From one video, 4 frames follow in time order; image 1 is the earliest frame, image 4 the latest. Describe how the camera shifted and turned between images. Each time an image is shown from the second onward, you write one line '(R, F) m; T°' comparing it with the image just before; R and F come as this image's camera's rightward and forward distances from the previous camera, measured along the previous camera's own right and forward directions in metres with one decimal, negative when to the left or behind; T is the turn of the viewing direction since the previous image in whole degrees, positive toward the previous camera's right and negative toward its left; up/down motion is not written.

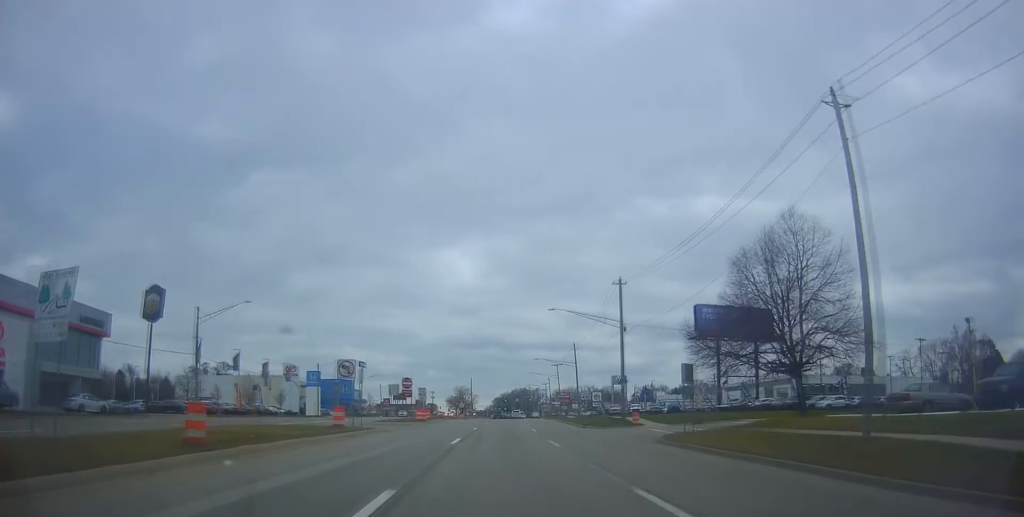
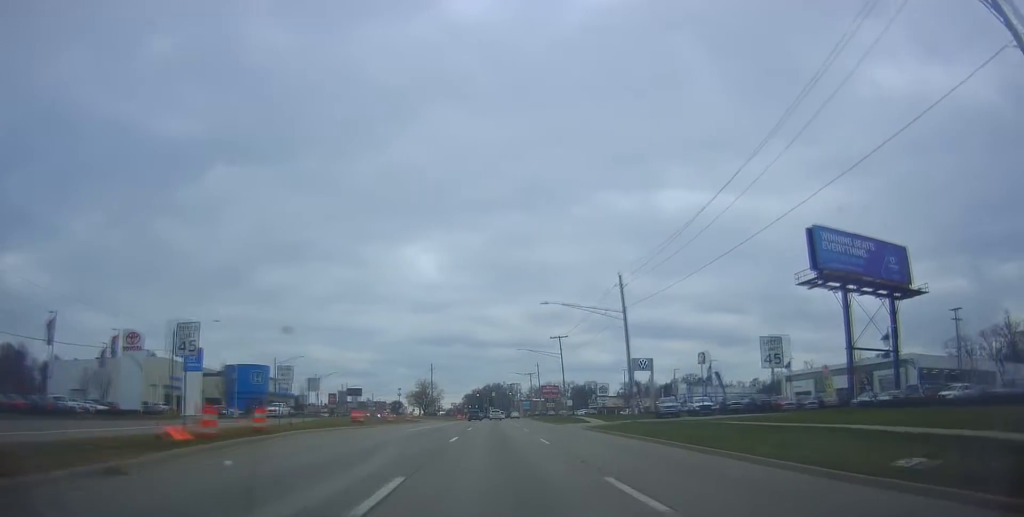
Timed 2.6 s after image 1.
(+0.7, +44.1) m; +3°
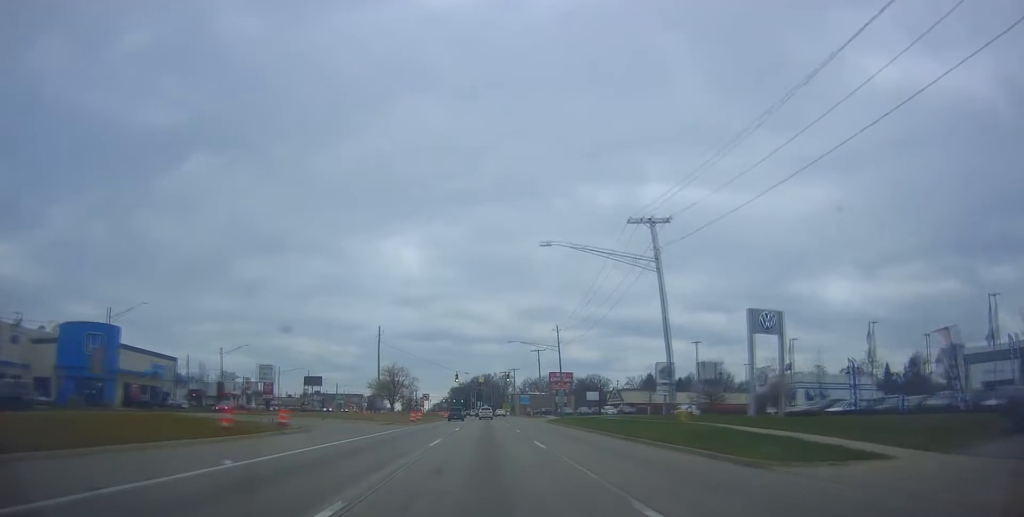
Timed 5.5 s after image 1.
(+0.4, +48.4) m; 0°
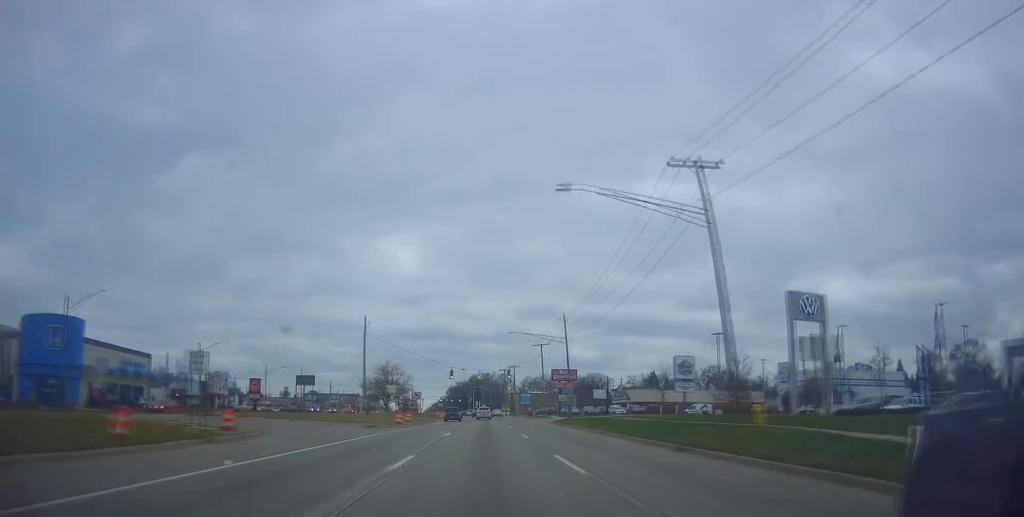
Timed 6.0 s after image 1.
(+0.2, +7.6) m; 0°
